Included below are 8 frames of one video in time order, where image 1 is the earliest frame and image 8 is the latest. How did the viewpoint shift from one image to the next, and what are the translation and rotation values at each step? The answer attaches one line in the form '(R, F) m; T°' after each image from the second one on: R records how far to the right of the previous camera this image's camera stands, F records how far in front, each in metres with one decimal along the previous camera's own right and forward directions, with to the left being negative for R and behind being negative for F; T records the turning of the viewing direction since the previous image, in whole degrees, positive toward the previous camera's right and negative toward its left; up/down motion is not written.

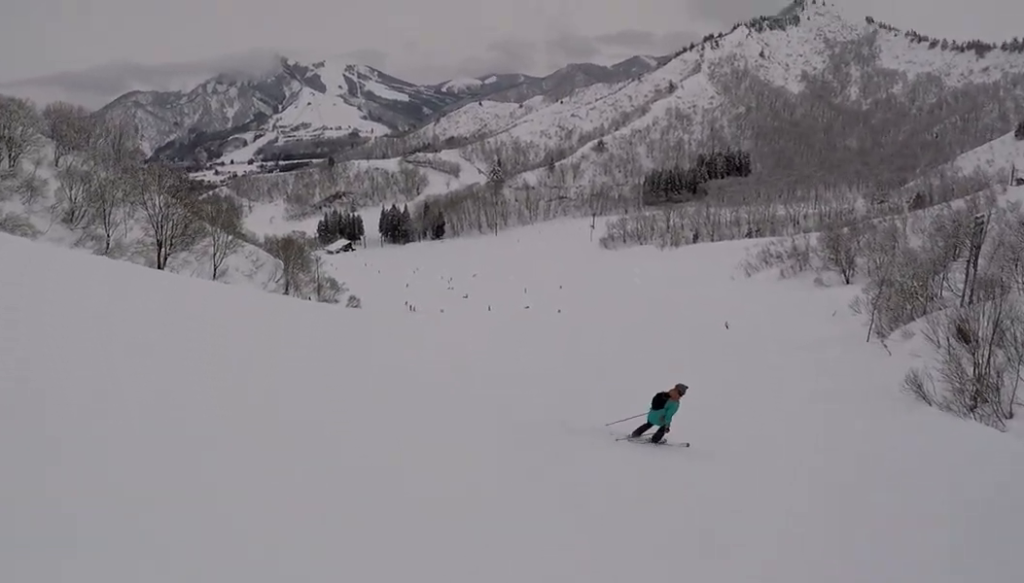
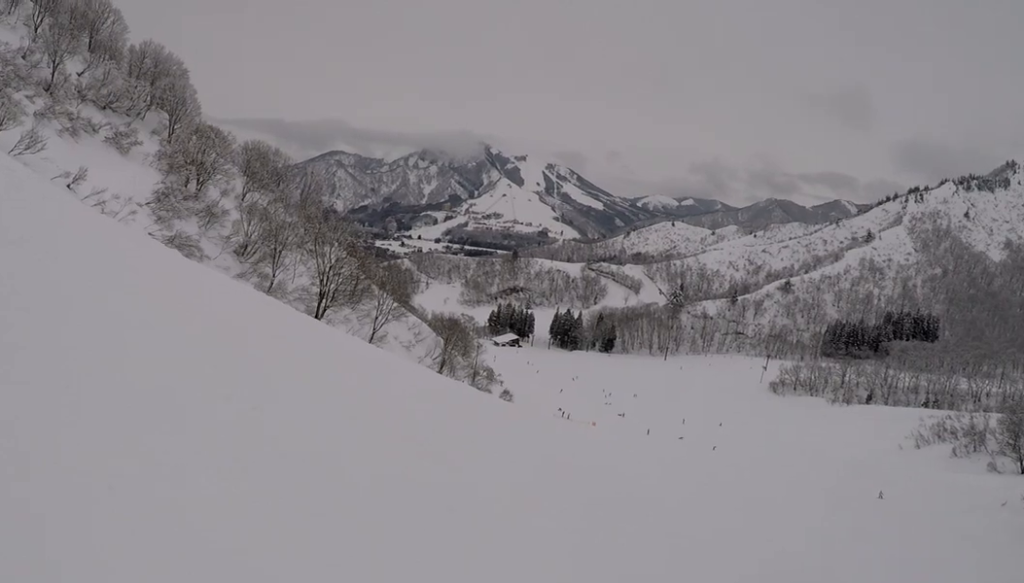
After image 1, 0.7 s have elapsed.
(+0.1, +2.4) m; -17°
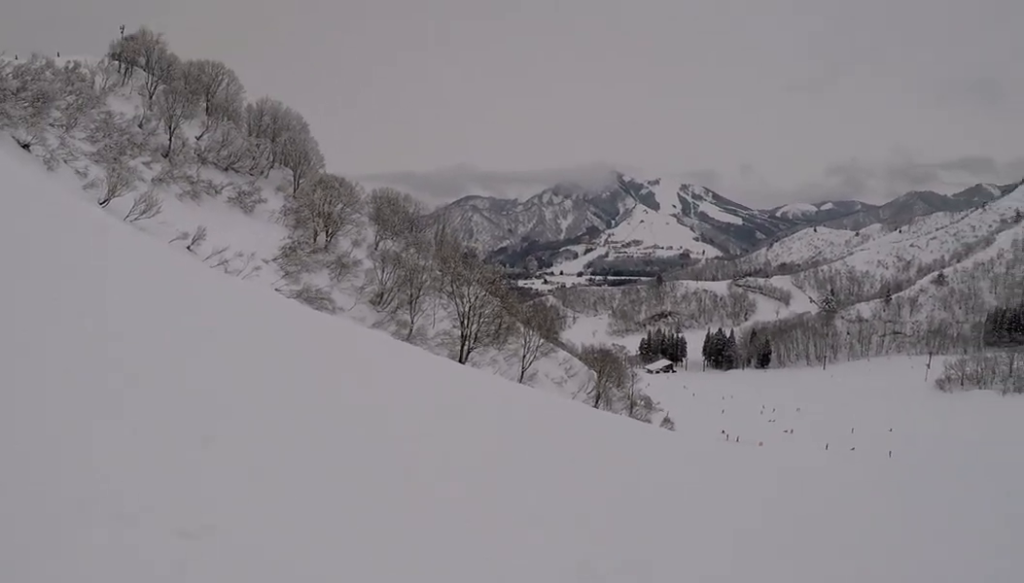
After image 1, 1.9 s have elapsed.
(-0.9, +4.5) m; +5°
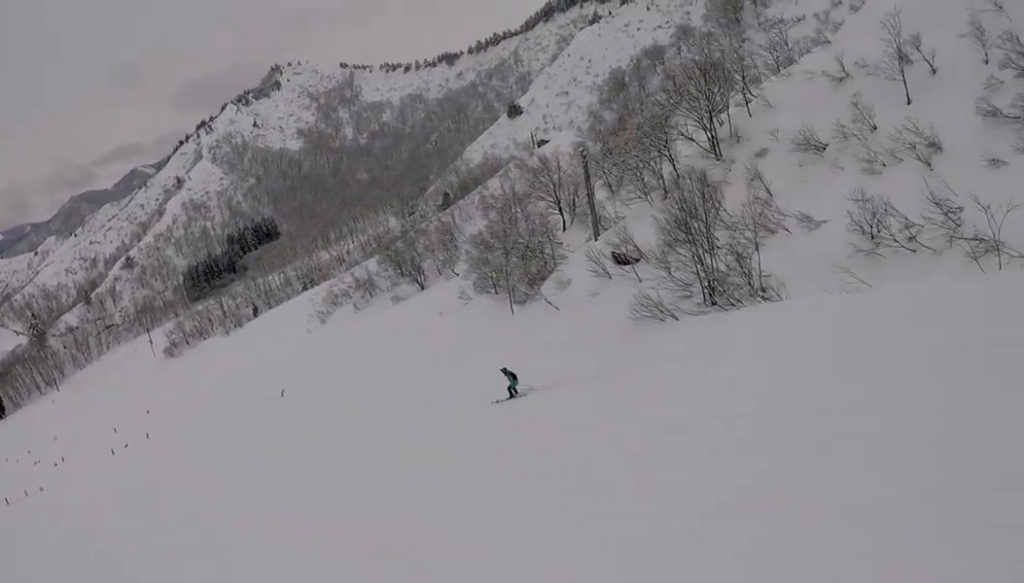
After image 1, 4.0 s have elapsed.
(+3.3, +7.8) m; +56°
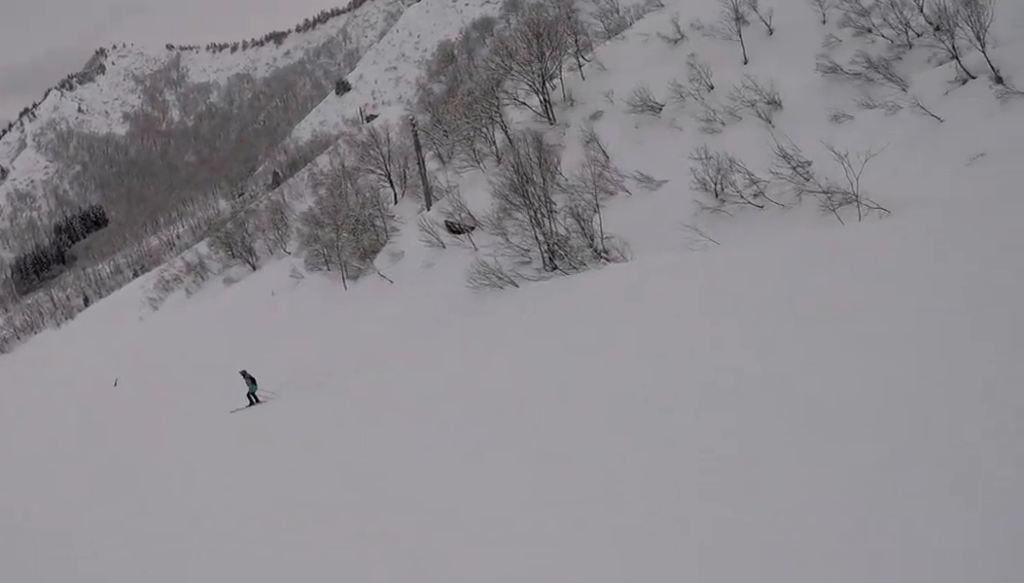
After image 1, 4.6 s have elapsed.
(+1.1, +2.0) m; +17°
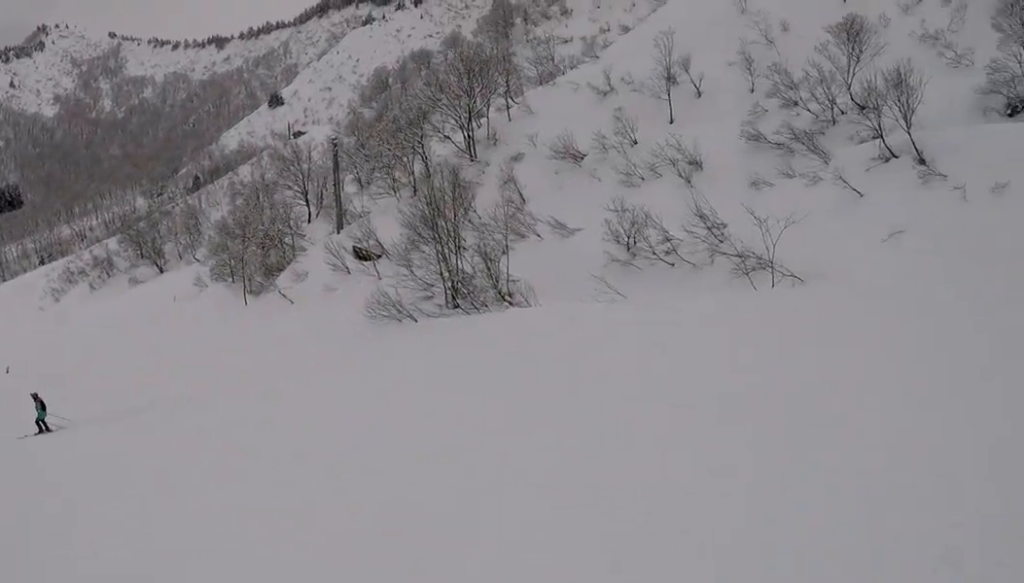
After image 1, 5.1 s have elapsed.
(-0.1, +2.1) m; -11°
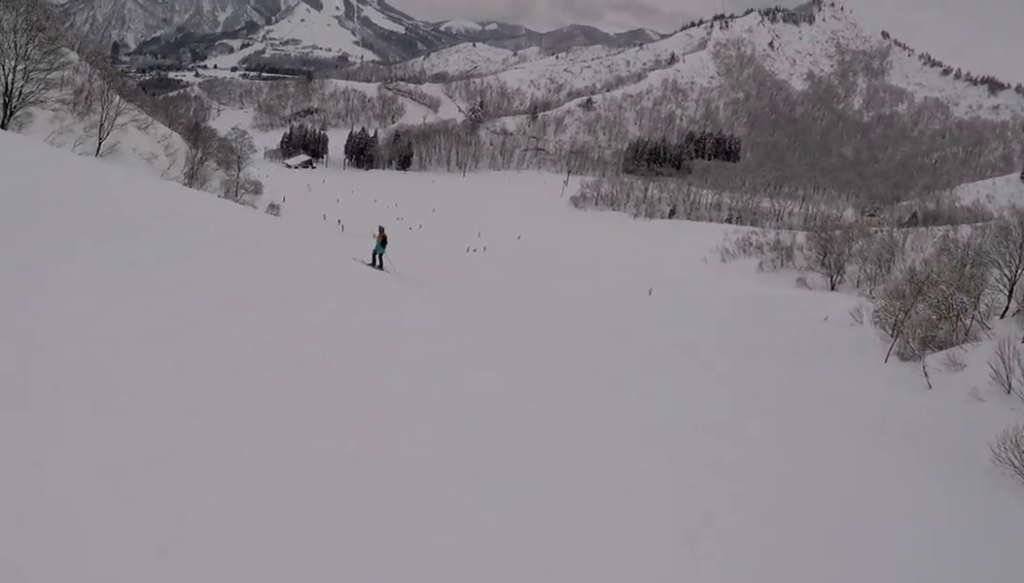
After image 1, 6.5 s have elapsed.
(-2.6, +5.6) m; -55°
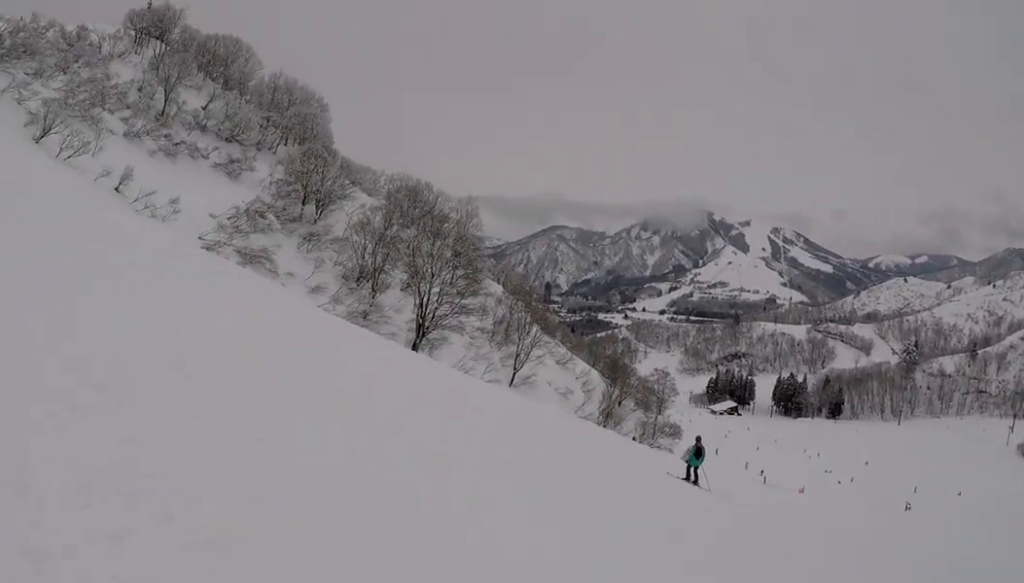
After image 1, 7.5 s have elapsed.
(-1.5, +4.4) m; -25°
